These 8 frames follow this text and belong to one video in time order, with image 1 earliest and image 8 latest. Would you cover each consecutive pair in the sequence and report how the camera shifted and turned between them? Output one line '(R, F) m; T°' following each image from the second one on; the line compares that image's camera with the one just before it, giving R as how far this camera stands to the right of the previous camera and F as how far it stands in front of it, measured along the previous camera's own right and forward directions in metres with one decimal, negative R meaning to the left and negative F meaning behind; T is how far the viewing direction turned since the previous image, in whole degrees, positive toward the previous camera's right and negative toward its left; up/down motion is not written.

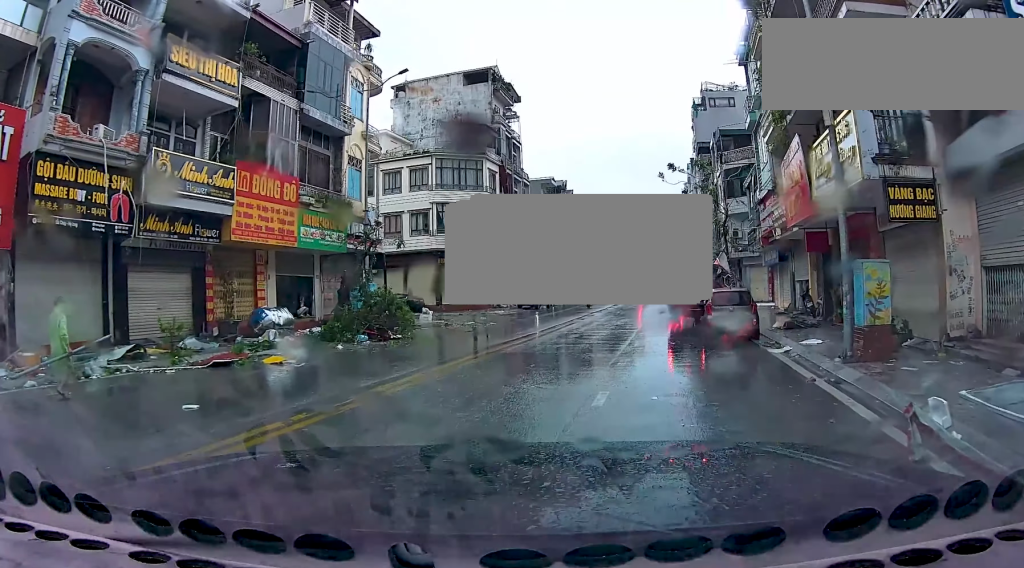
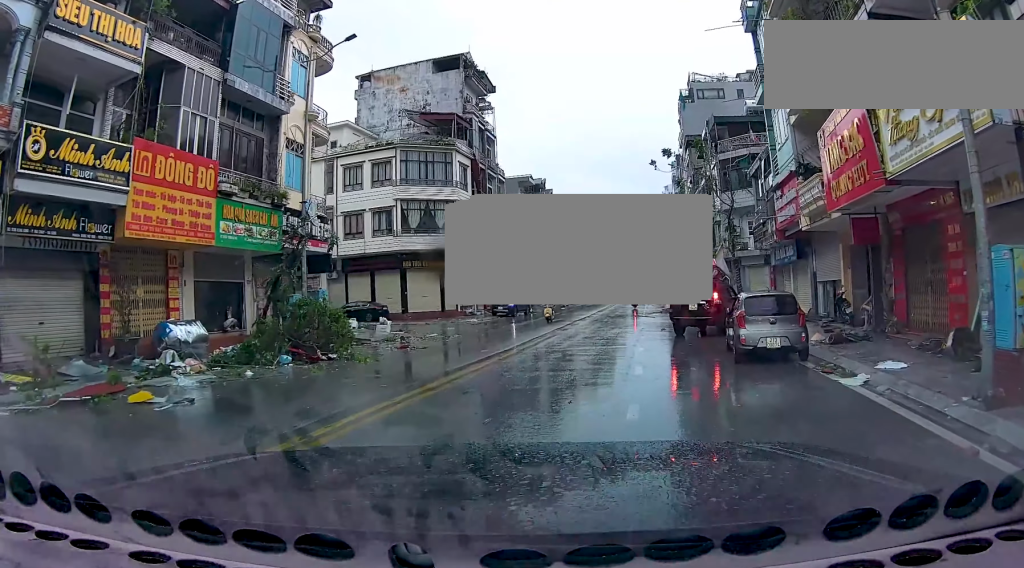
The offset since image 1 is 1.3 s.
(+0.2, +4.8) m; +4°
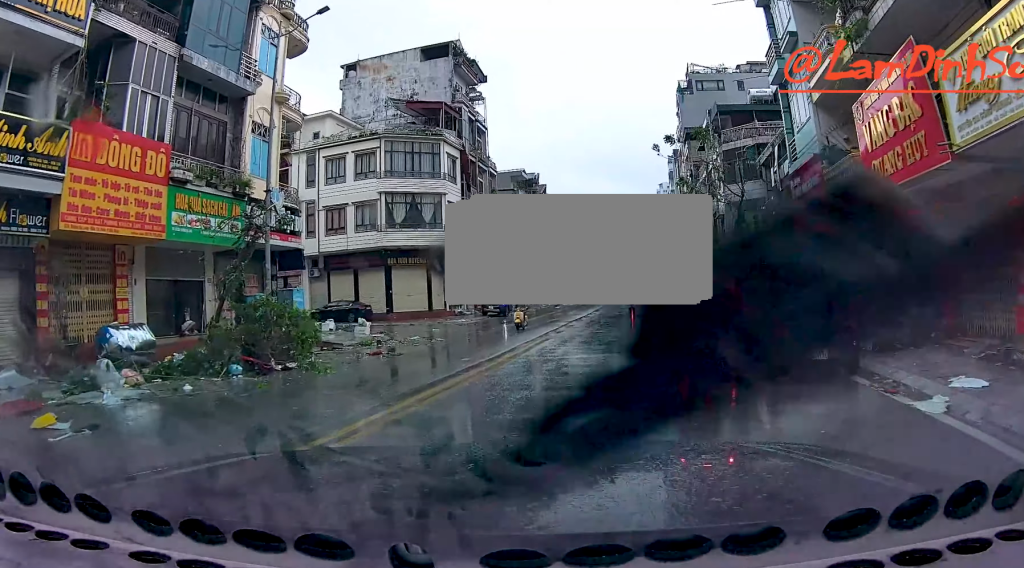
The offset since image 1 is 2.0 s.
(0.0, +2.6) m; +1°
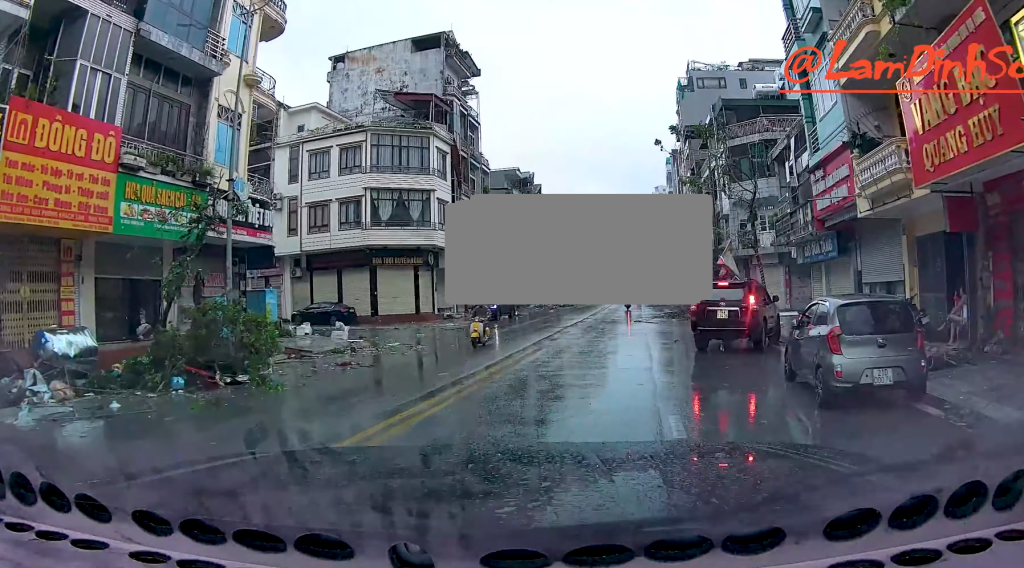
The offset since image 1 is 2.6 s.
(0.0, +2.5) m; +1°
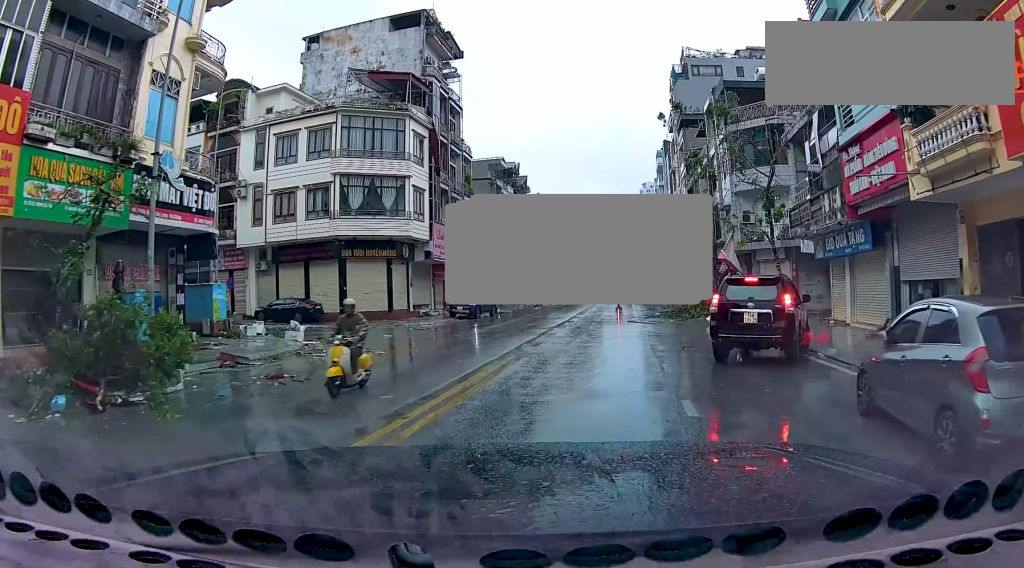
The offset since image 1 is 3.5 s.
(0.0, +3.5) m; 0°
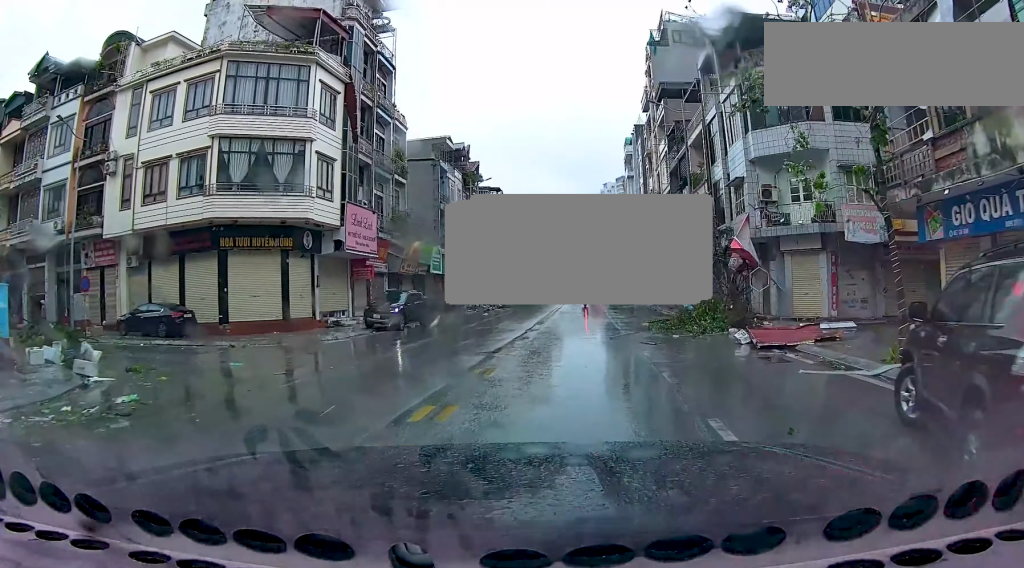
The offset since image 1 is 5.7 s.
(+0.1, +10.0) m; +3°
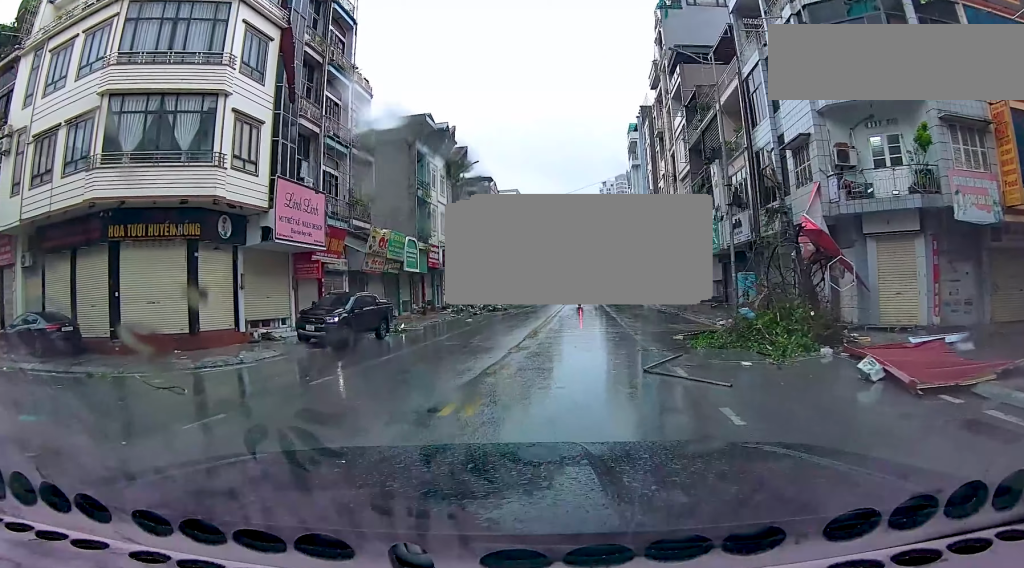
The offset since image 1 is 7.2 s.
(-0.2, +7.9) m; -7°
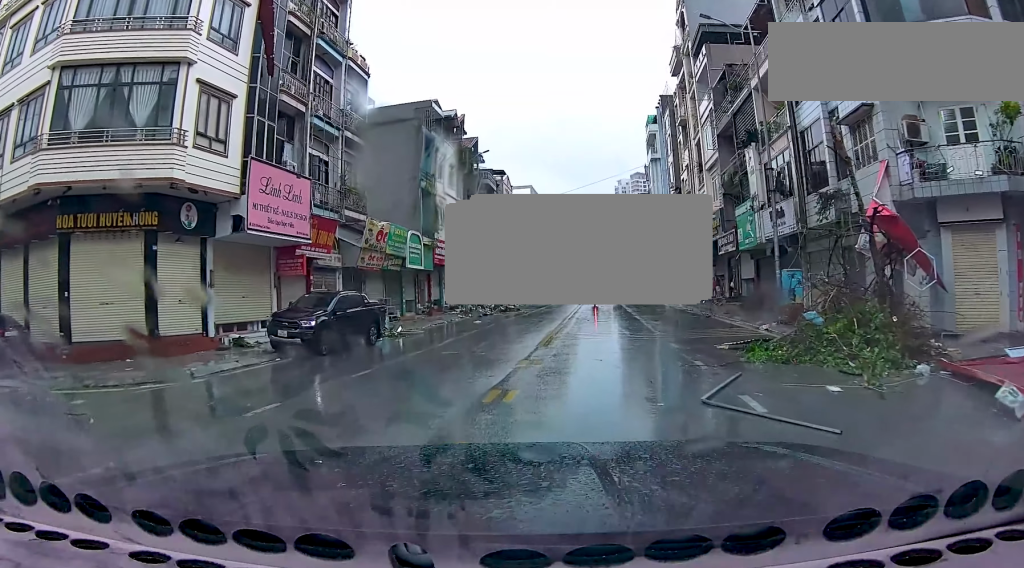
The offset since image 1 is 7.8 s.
(-0.5, +3.5) m; 0°
